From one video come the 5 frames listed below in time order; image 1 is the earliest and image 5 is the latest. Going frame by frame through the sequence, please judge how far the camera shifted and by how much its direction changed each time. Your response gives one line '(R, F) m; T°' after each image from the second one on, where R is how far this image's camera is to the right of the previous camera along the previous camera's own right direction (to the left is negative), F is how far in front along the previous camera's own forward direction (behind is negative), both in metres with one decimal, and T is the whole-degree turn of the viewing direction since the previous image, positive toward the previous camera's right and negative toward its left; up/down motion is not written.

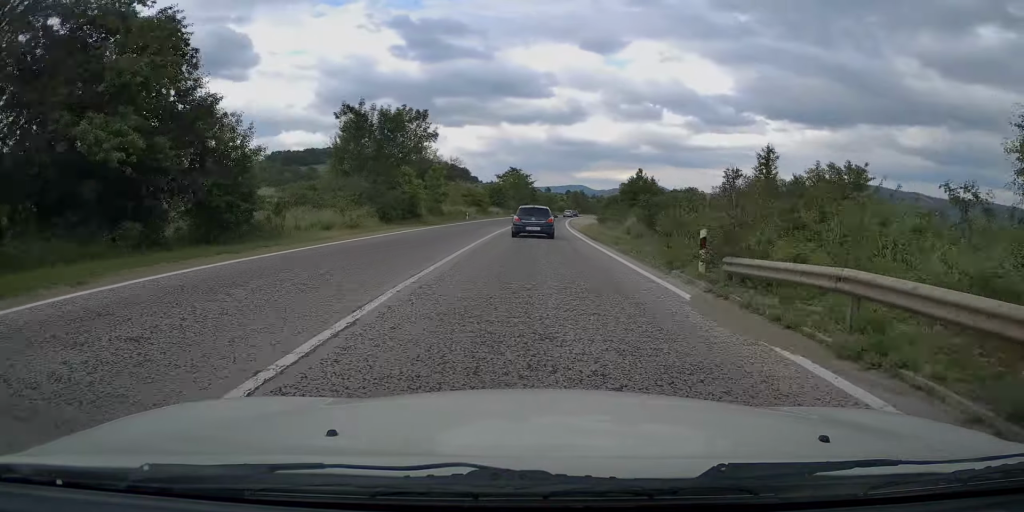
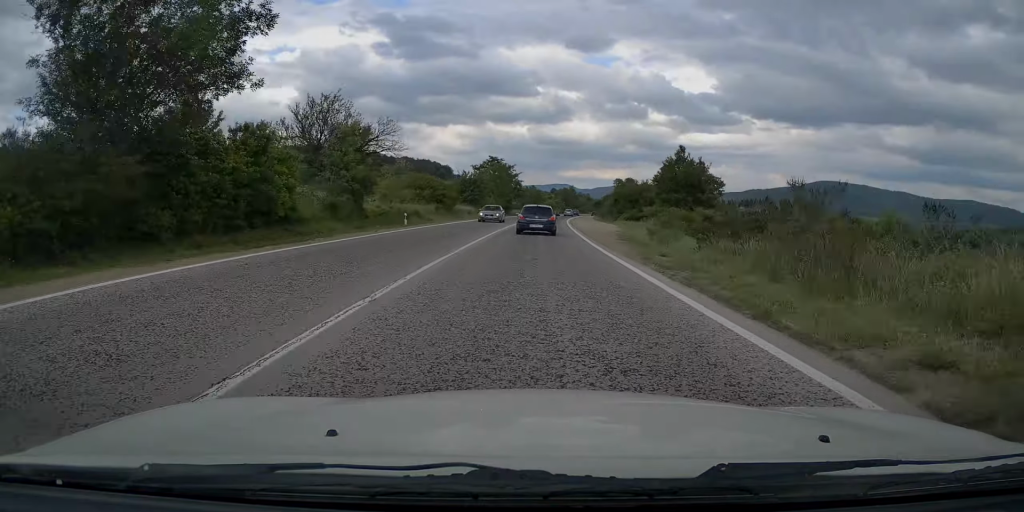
(+0.7, +26.0) m; +2°
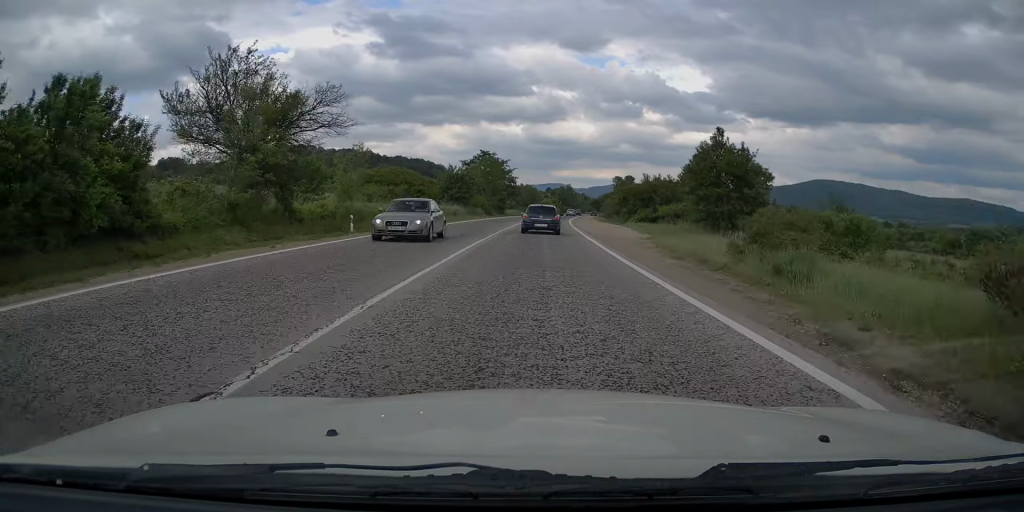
(0.0, +10.8) m; 0°
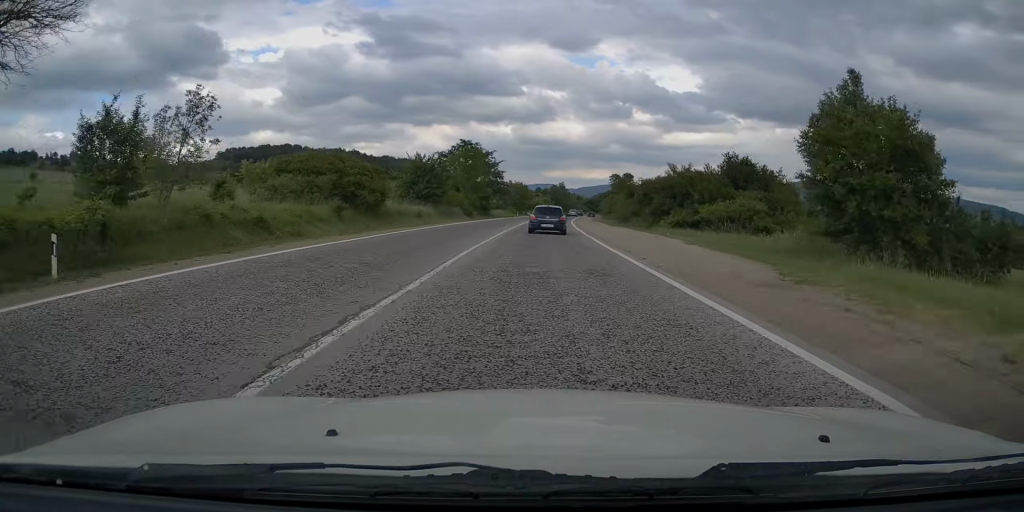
(+0.1, +17.4) m; +1°
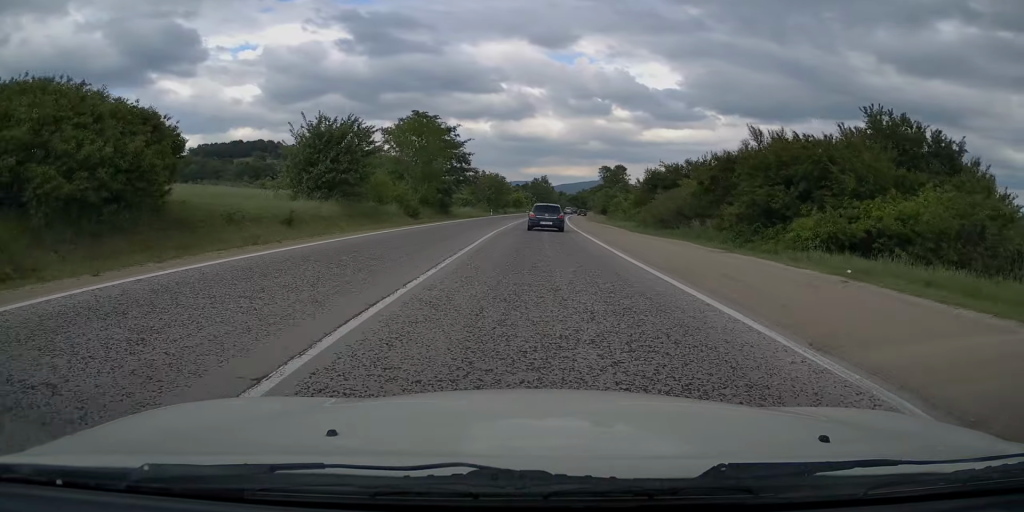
(+0.3, +24.1) m; +1°
